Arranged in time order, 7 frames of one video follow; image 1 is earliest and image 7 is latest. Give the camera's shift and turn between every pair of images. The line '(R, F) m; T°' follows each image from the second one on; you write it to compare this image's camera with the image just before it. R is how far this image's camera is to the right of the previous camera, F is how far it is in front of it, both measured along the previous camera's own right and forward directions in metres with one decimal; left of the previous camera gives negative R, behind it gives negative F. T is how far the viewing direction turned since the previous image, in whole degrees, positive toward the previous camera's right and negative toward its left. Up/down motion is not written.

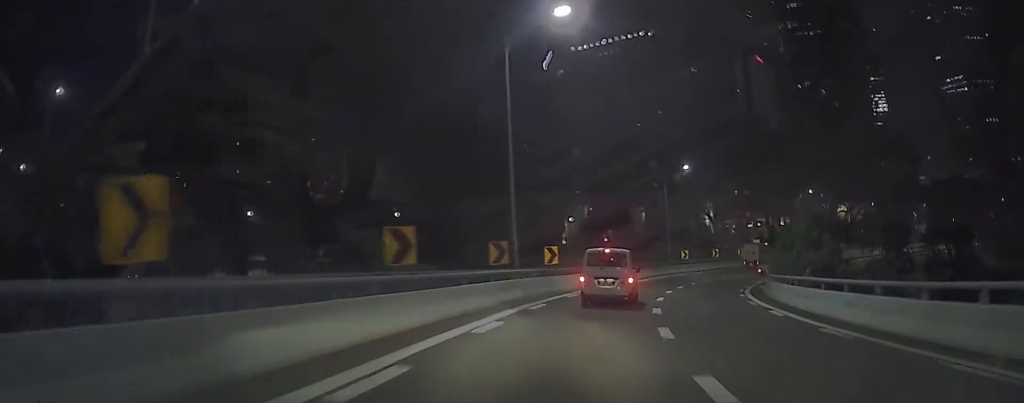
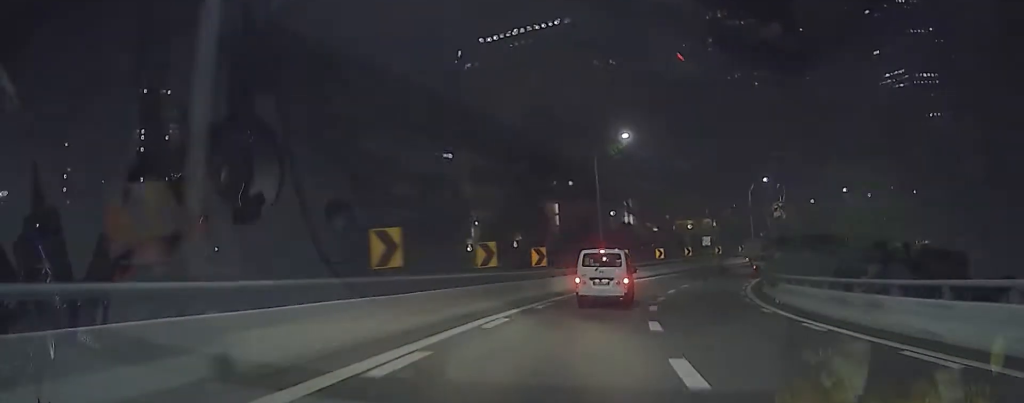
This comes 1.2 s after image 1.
(+0.5, +16.7) m; +10°
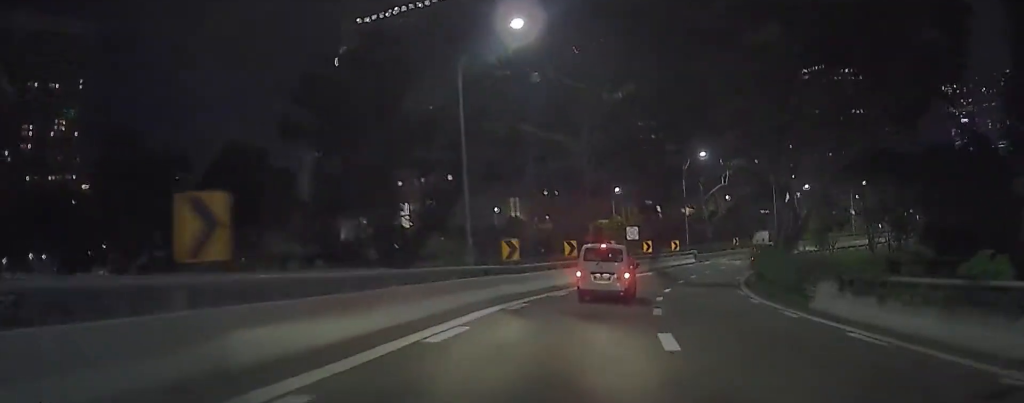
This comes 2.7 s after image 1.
(+2.7, +21.4) m; +13°
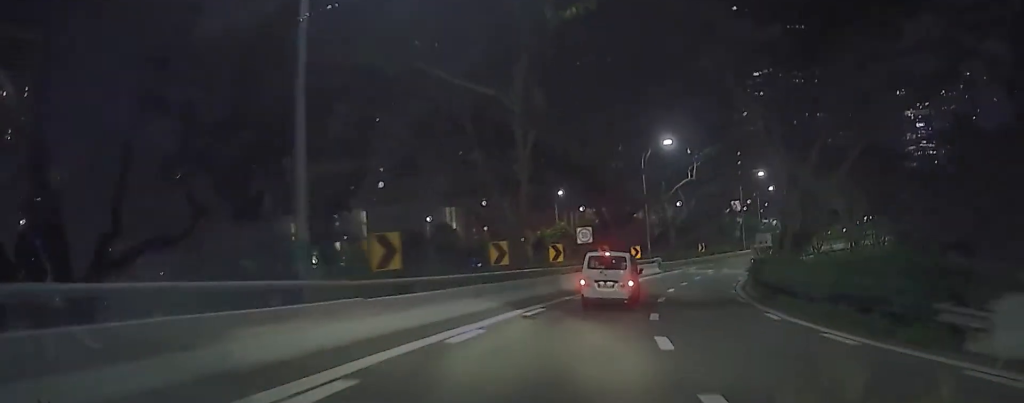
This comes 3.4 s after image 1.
(+0.9, +11.1) m; +5°
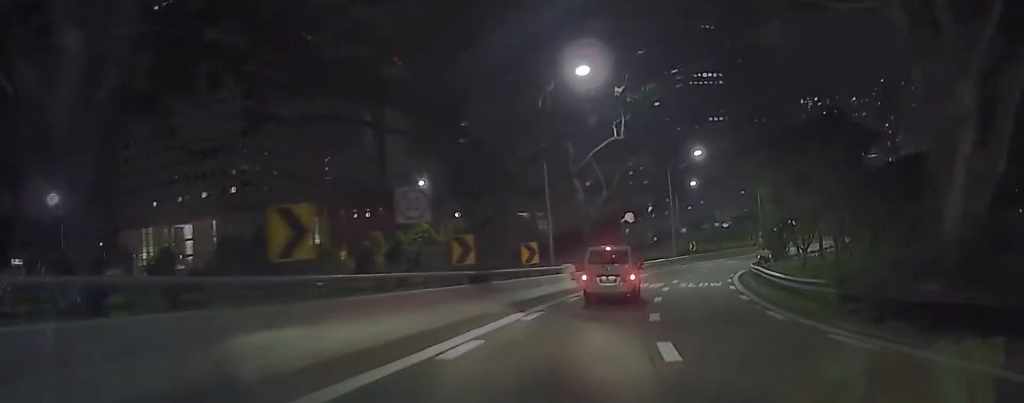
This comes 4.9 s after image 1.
(+1.6, +21.3) m; +11°
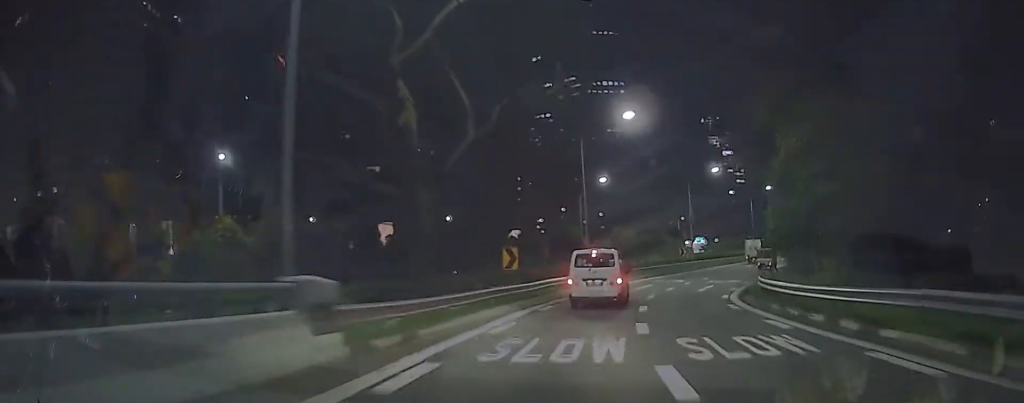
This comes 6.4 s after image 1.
(+2.0, +20.2) m; +9°
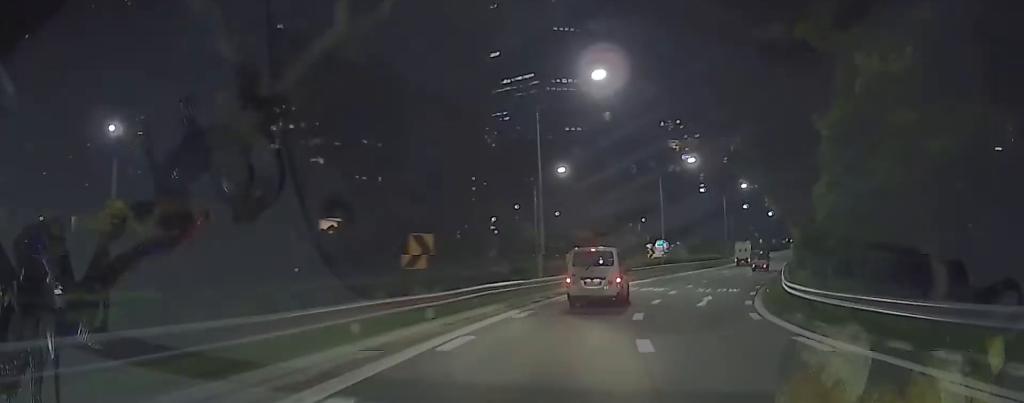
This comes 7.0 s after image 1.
(0.0, +8.4) m; +5°
